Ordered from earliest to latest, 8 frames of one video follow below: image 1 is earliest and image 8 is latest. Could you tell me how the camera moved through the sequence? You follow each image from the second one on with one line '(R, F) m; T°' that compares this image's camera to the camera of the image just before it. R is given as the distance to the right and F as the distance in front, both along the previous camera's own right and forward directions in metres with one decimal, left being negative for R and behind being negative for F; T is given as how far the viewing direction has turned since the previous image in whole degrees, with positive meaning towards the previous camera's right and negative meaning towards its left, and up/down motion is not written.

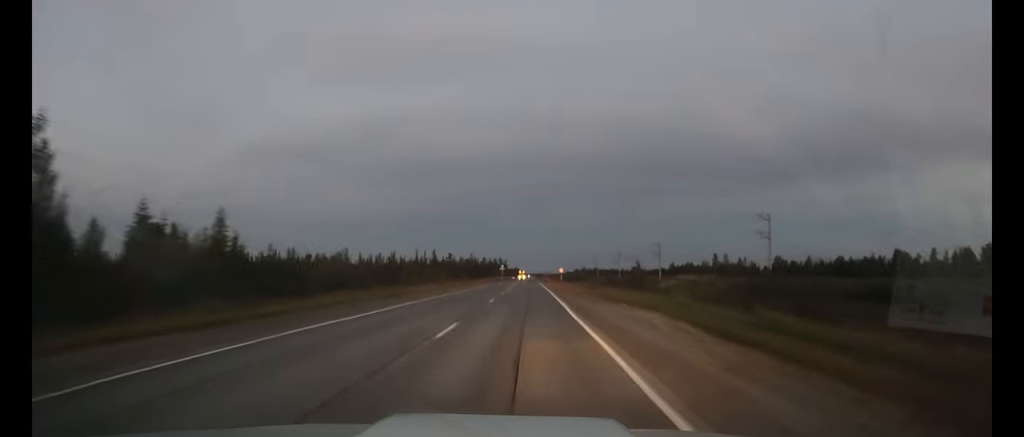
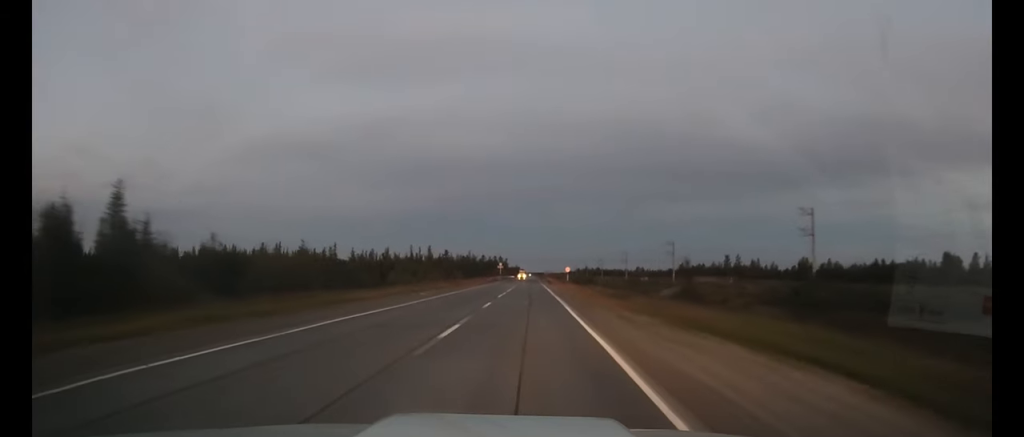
(0.0, +15.2) m; 0°
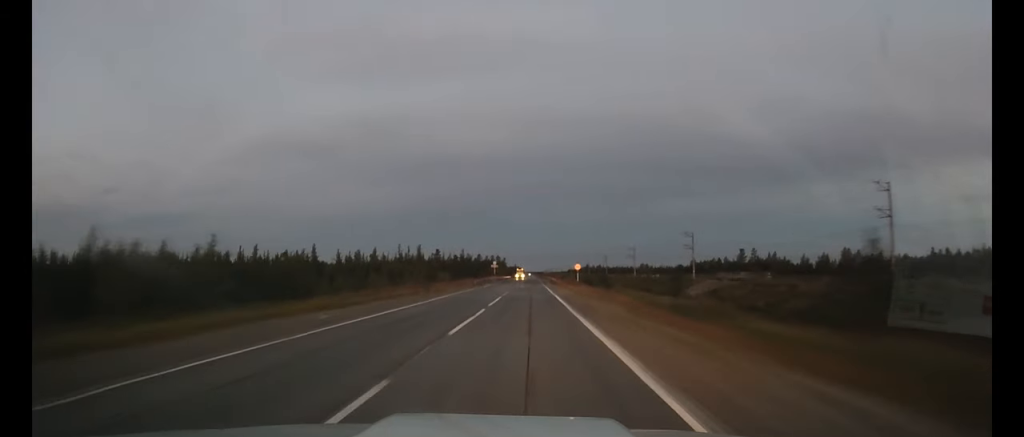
(0.0, +20.3) m; 0°
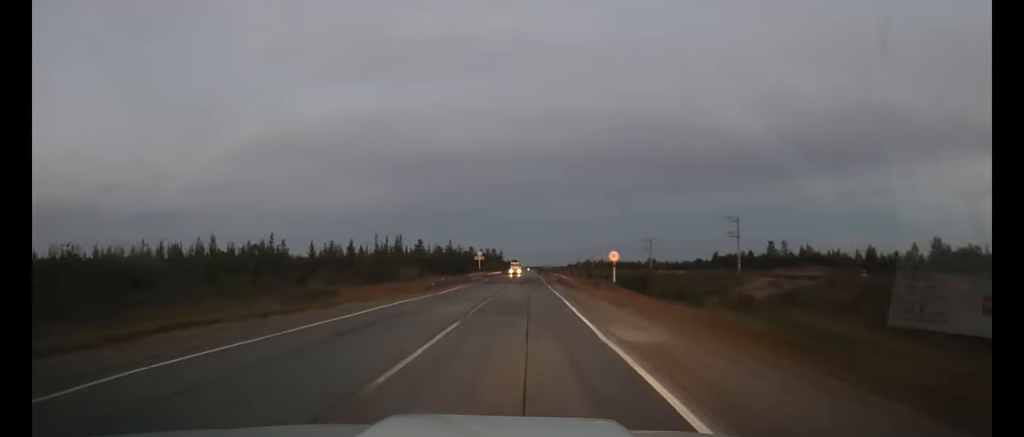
(0.0, +32.0) m; 0°
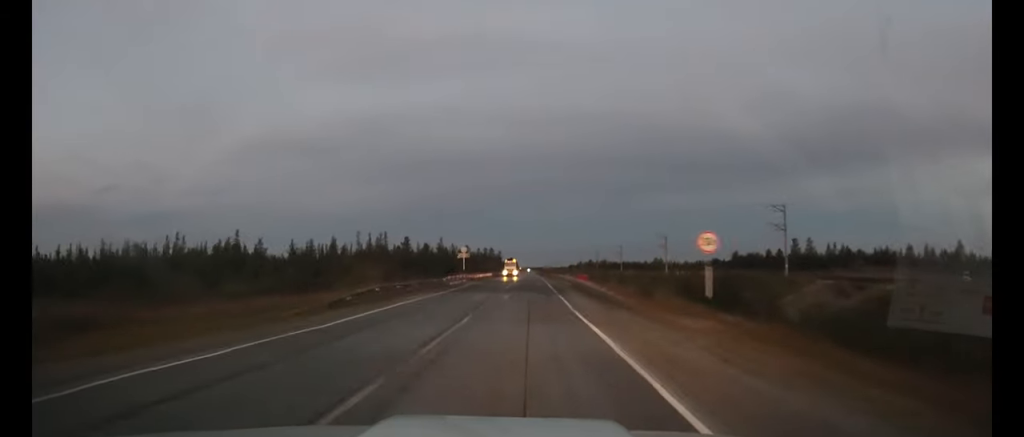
(0.0, +20.7) m; 0°
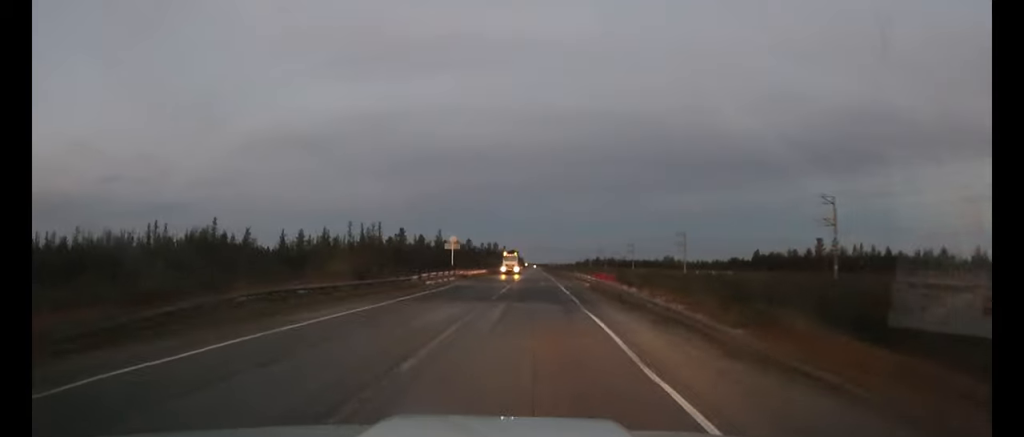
(0.0, +14.4) m; 0°
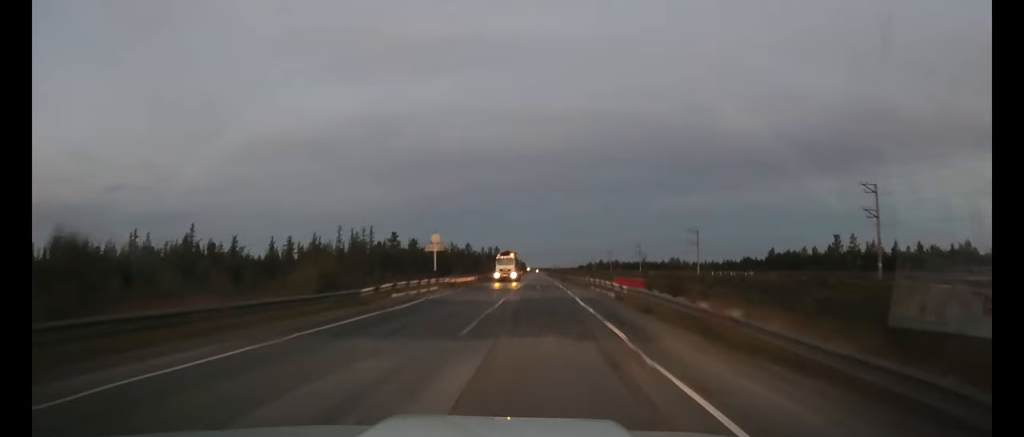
(0.0, +10.9) m; 0°
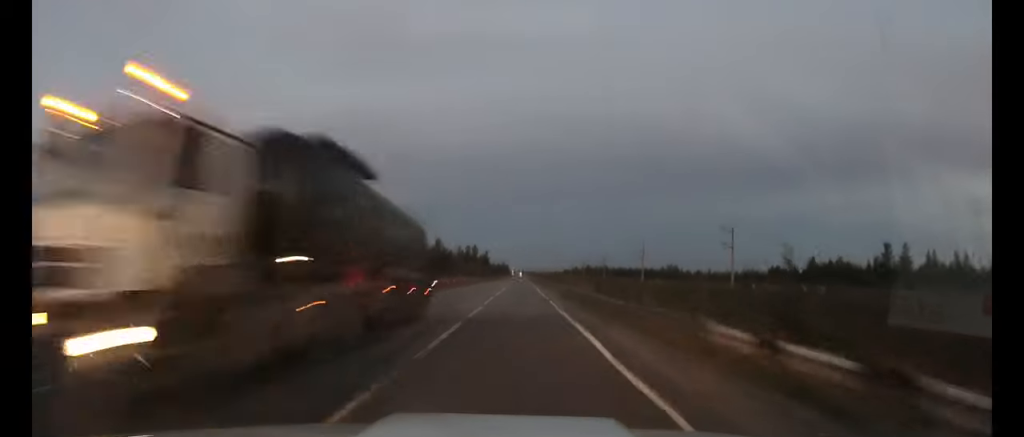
(+0.1, +36.8) m; +1°
